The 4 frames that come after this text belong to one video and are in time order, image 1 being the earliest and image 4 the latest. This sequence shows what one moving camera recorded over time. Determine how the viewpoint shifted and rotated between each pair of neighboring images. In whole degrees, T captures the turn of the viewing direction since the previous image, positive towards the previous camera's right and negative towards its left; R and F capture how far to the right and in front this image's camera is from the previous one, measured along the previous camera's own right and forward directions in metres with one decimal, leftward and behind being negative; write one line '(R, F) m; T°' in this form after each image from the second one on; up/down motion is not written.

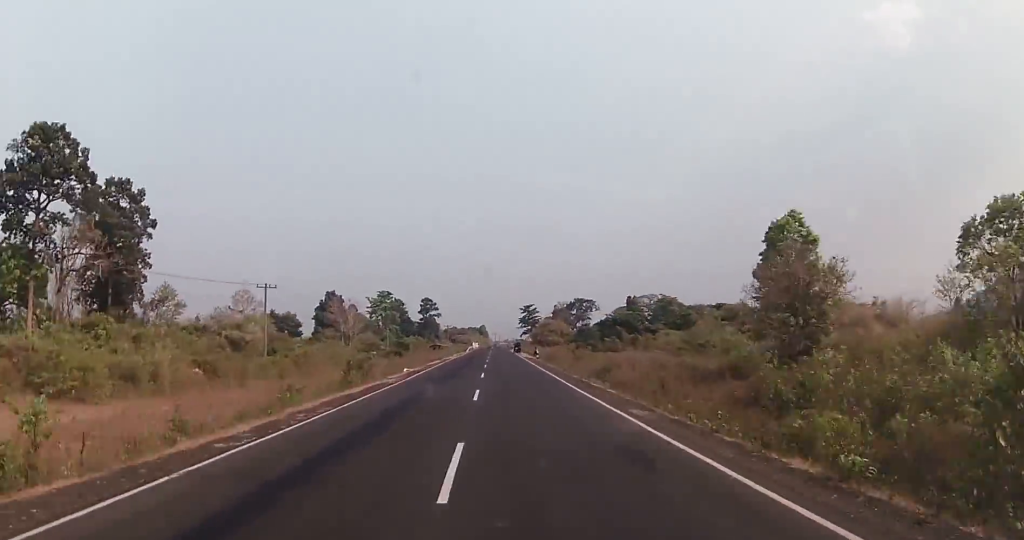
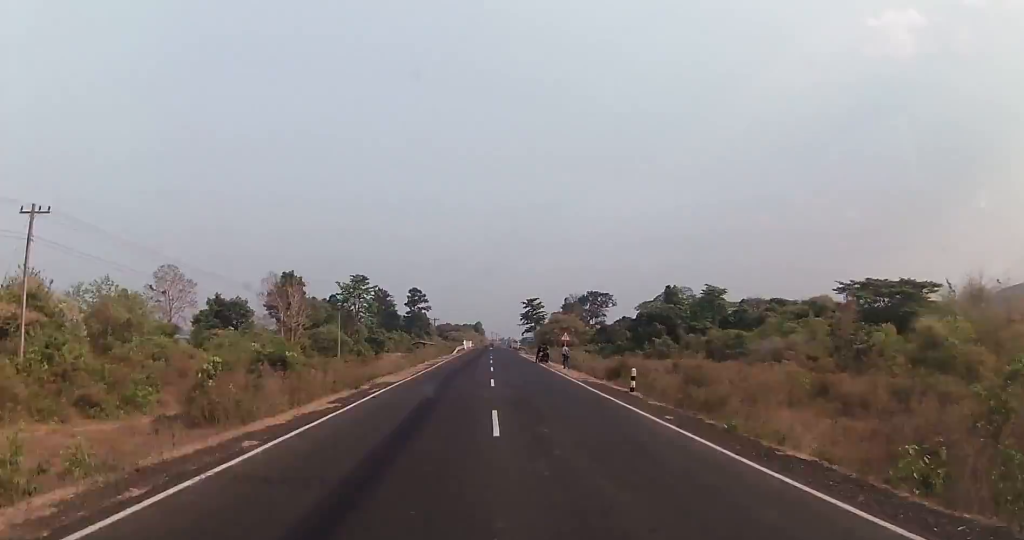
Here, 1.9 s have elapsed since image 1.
(+0.1, +43.3) m; 0°
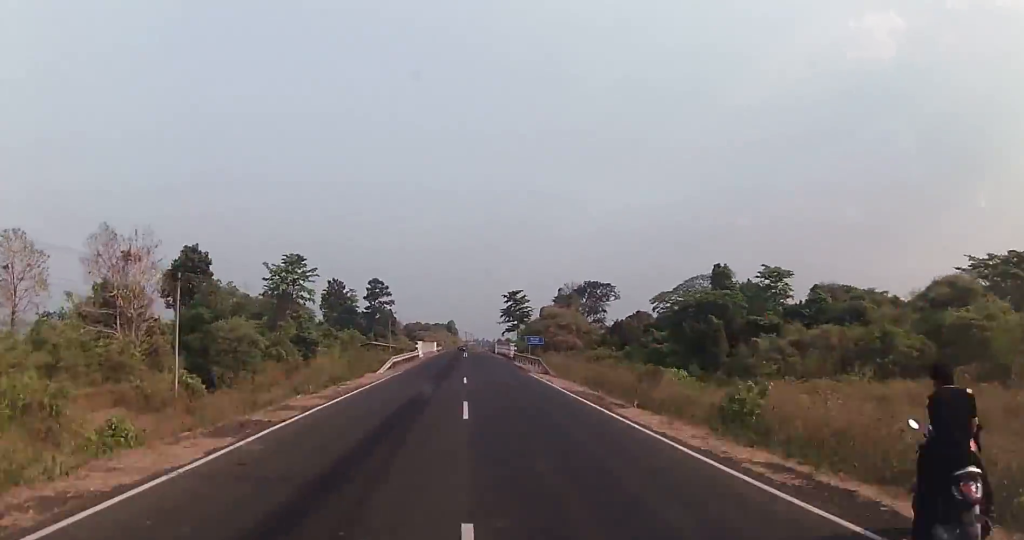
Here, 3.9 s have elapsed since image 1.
(0.0, +46.4) m; 0°
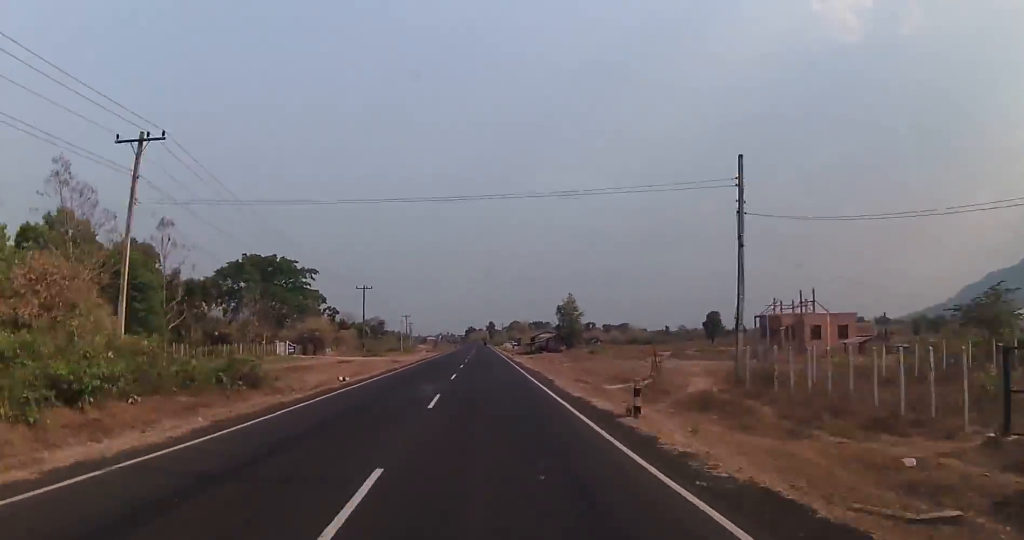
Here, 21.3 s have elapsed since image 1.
(+15.7, +416.4) m; +4°
